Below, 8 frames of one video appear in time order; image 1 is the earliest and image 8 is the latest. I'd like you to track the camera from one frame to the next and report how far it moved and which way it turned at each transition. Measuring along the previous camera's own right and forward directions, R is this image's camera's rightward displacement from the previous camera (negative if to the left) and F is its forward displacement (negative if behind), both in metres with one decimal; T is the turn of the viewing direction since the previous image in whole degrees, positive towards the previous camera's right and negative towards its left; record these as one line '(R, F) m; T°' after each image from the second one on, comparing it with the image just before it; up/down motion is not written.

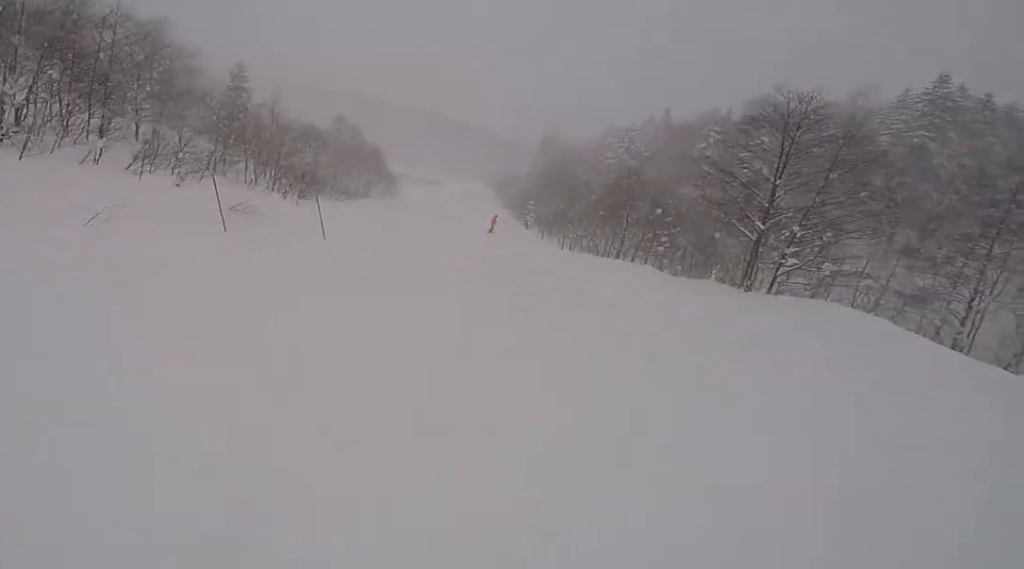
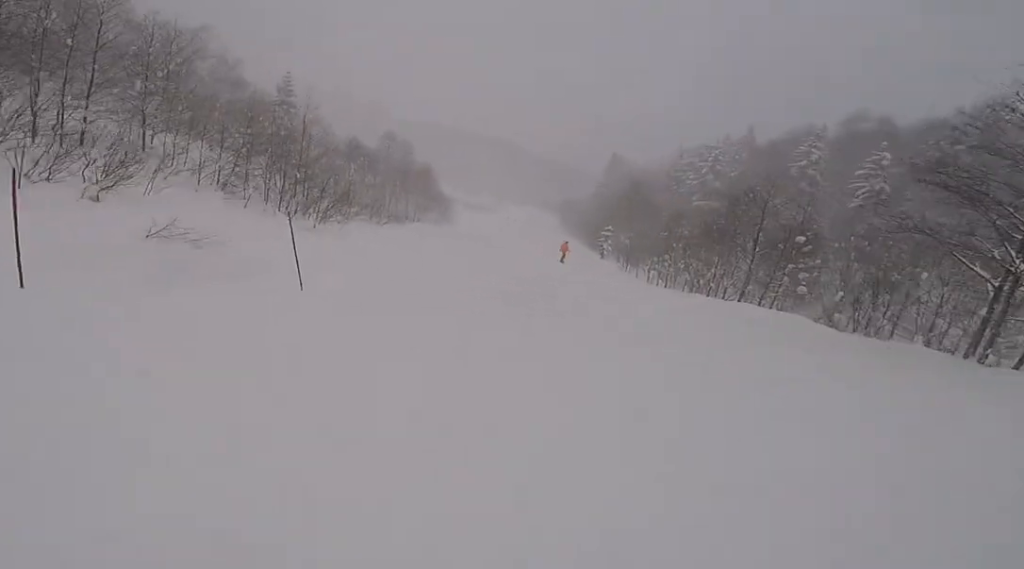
(-0.1, +6.7) m; 0°
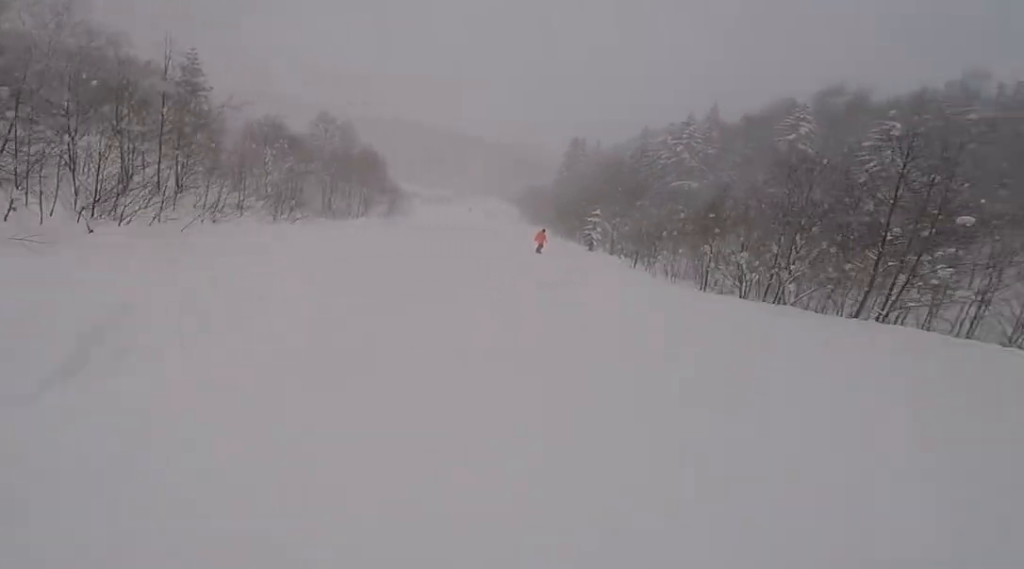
(+0.2, +10.0) m; 0°
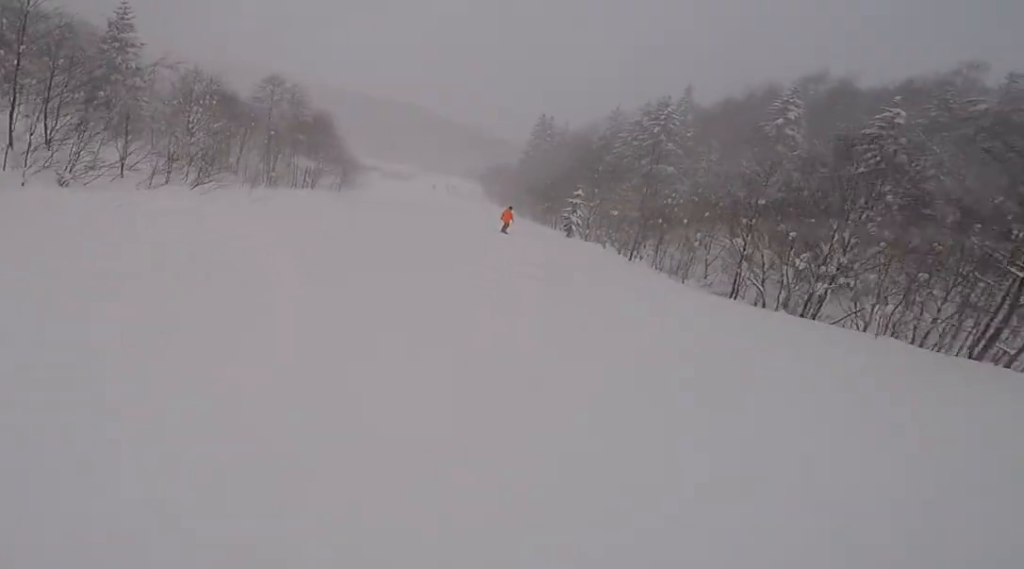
(+0.4, +5.3) m; -2°
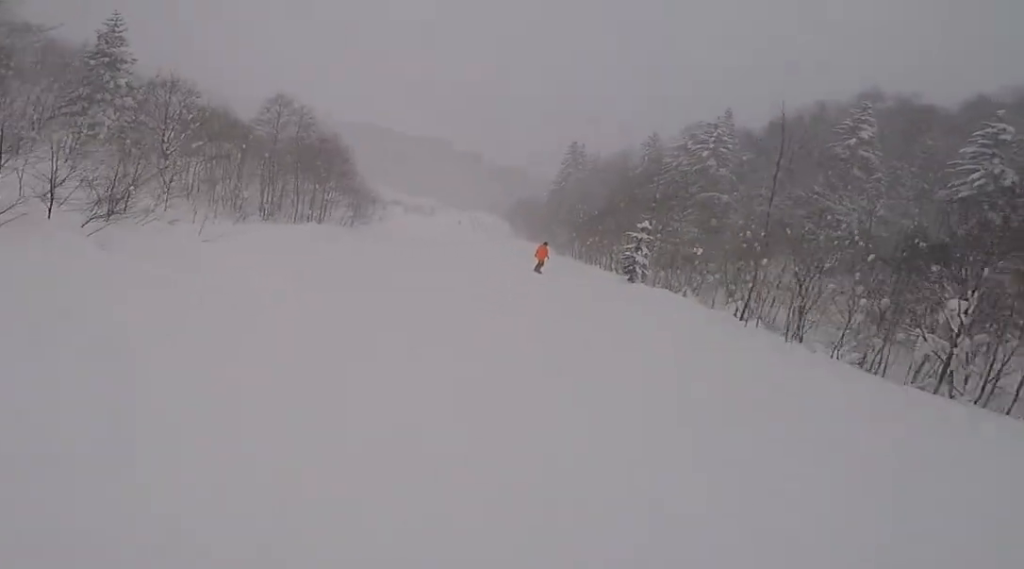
(-0.6, +6.1) m; 0°
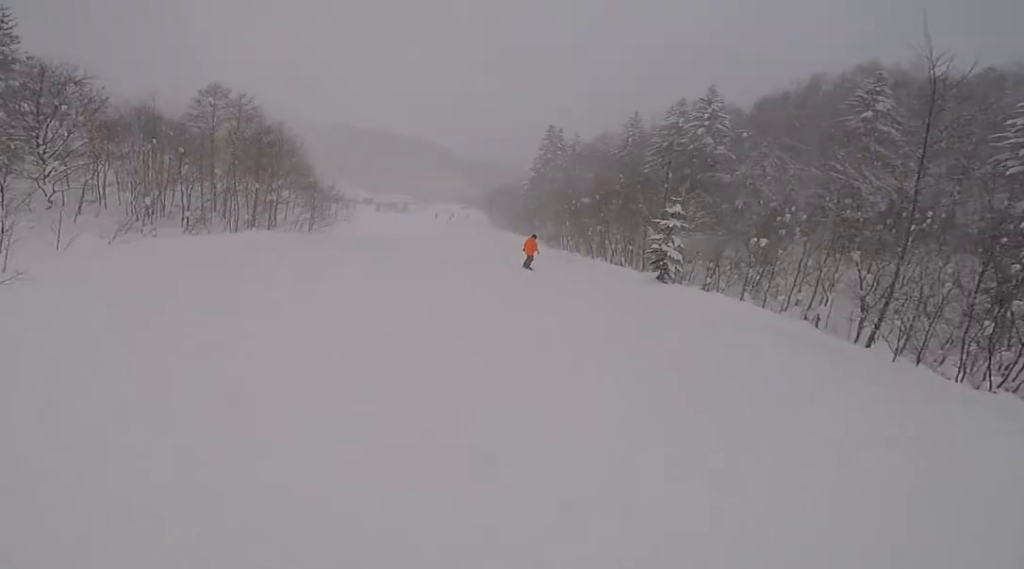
(-0.3, +5.6) m; +1°
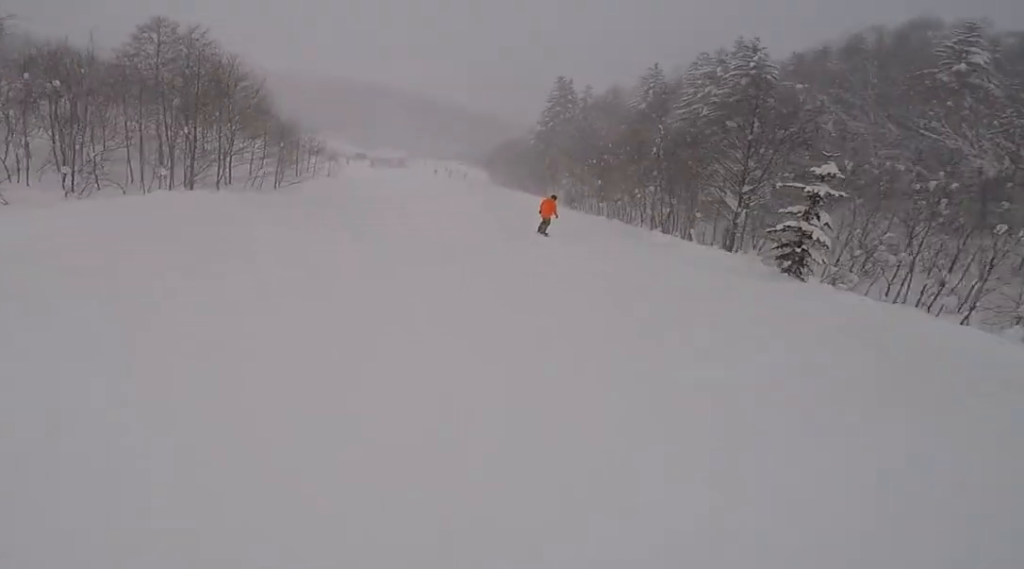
(+0.8, +7.4) m; +5°
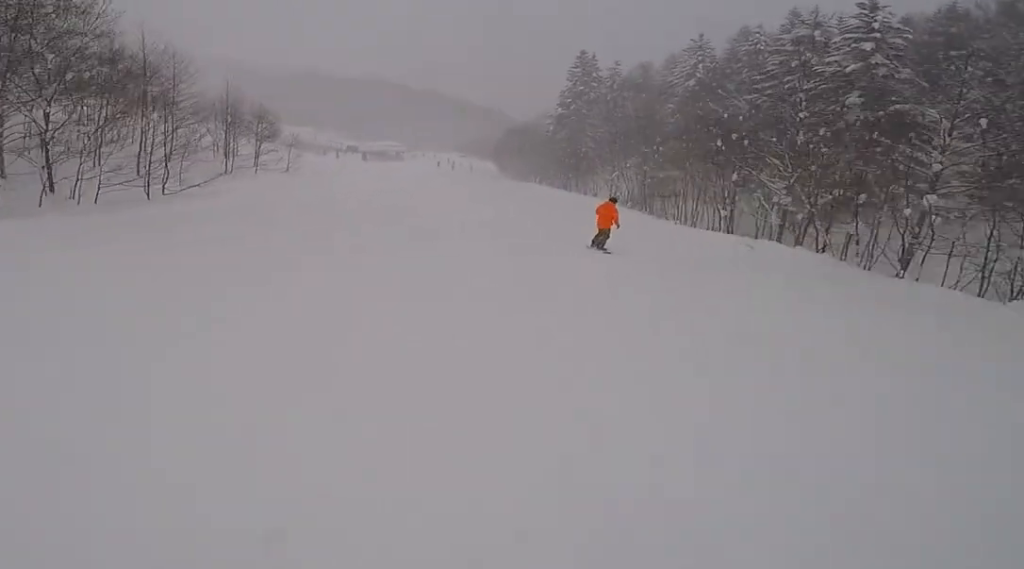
(+0.1, +14.0) m; +1°
